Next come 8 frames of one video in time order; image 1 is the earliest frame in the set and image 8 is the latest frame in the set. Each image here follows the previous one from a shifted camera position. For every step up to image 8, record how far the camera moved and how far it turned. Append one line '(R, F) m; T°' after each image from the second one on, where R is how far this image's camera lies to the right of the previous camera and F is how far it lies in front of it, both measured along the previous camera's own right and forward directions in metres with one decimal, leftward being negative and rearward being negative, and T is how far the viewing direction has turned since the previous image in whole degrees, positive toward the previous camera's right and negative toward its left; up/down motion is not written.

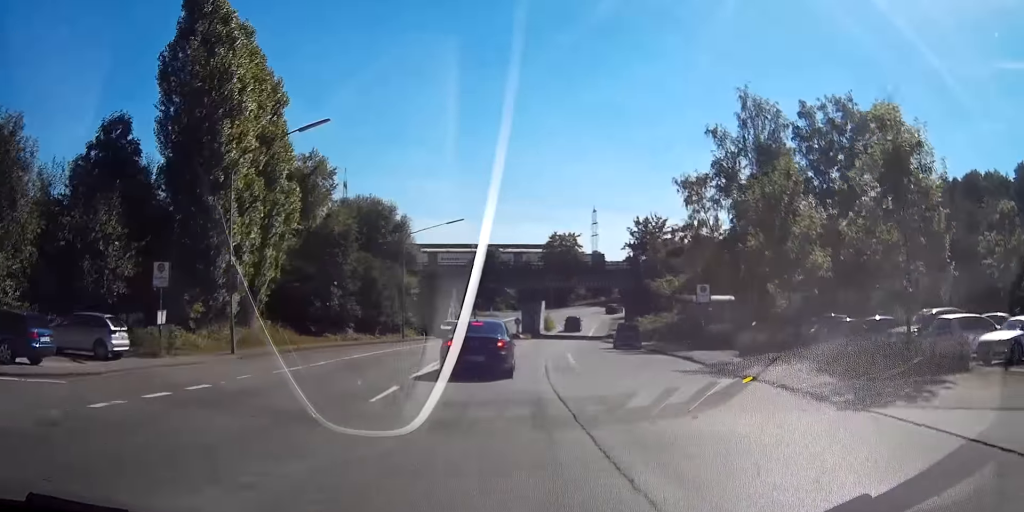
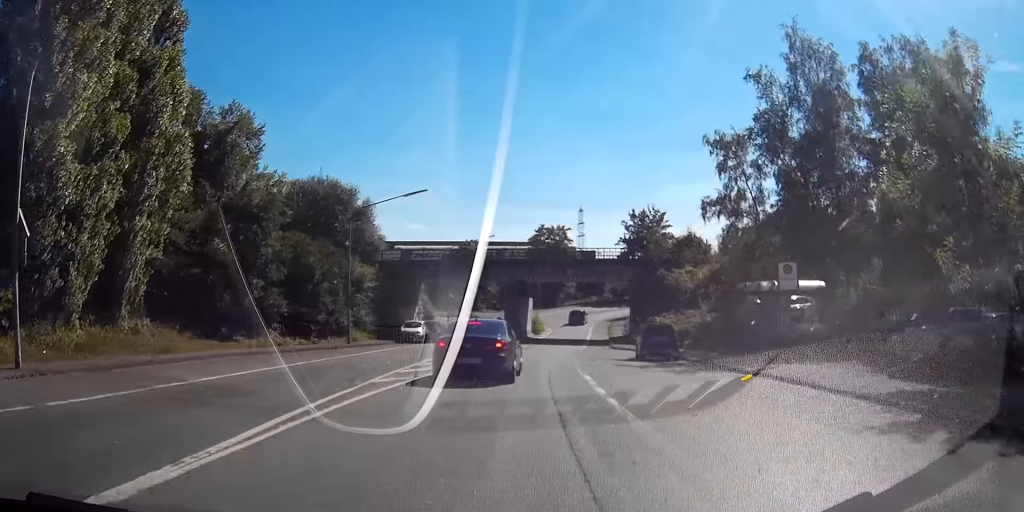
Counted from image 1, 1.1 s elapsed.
(+0.3, +13.2) m; +2°
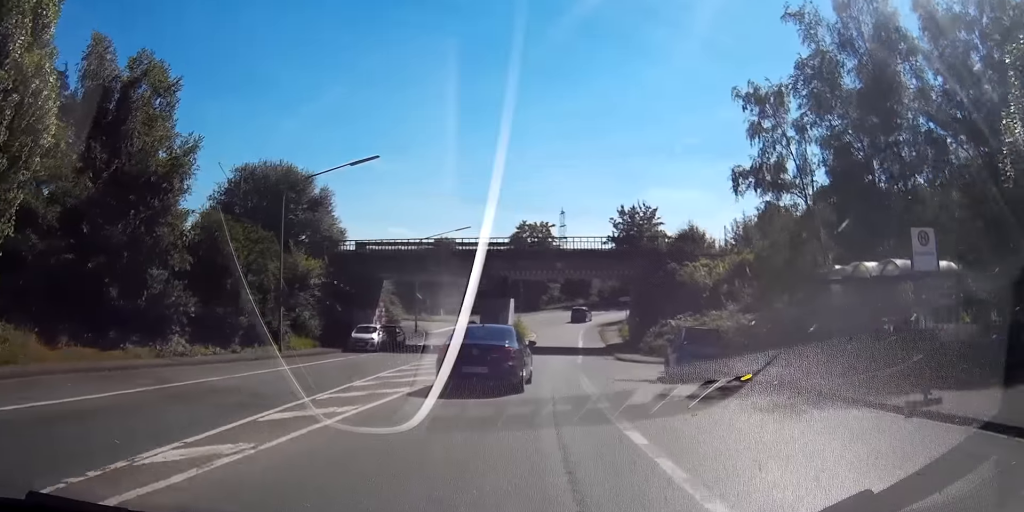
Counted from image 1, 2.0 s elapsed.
(0.0, +9.6) m; +2°
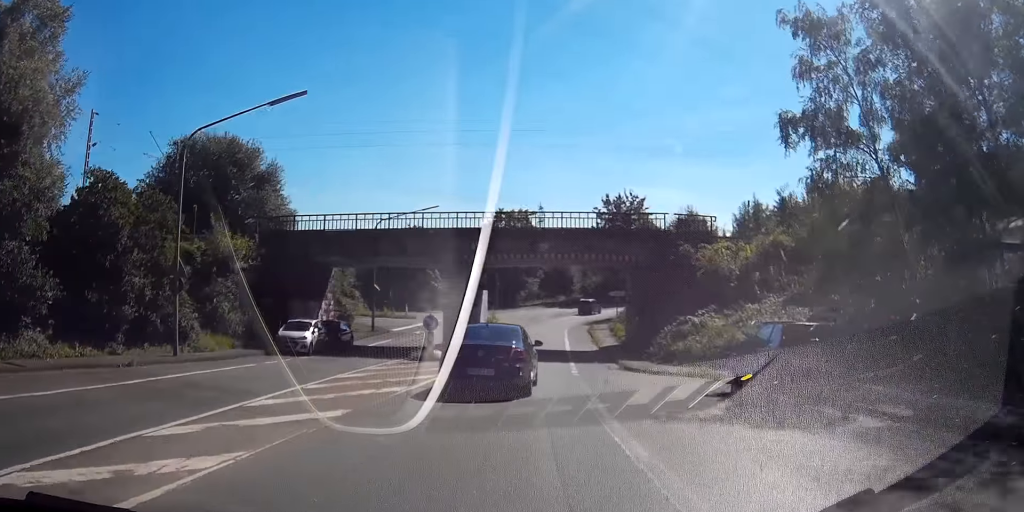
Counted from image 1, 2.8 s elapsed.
(+0.3, +8.8) m; +2°
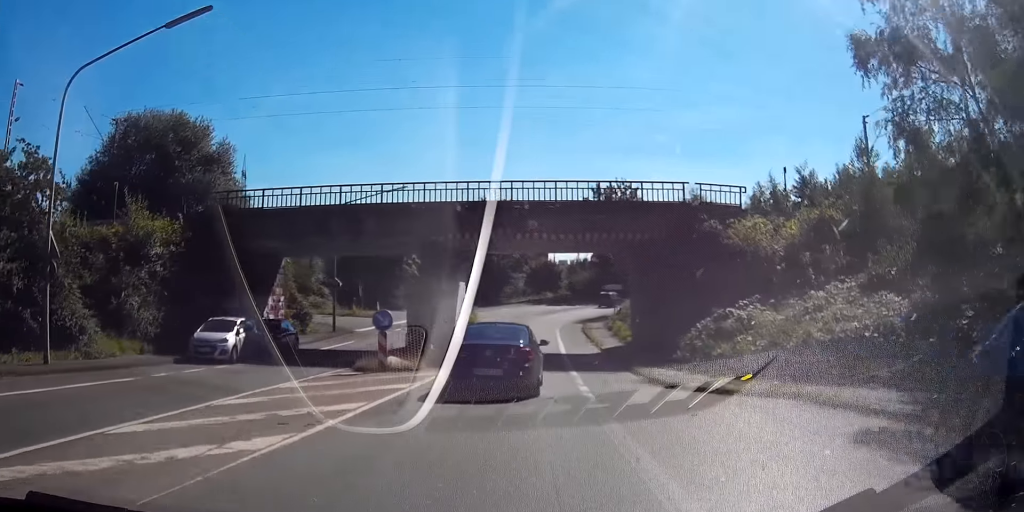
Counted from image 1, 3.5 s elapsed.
(0.0, +7.0) m; +2°
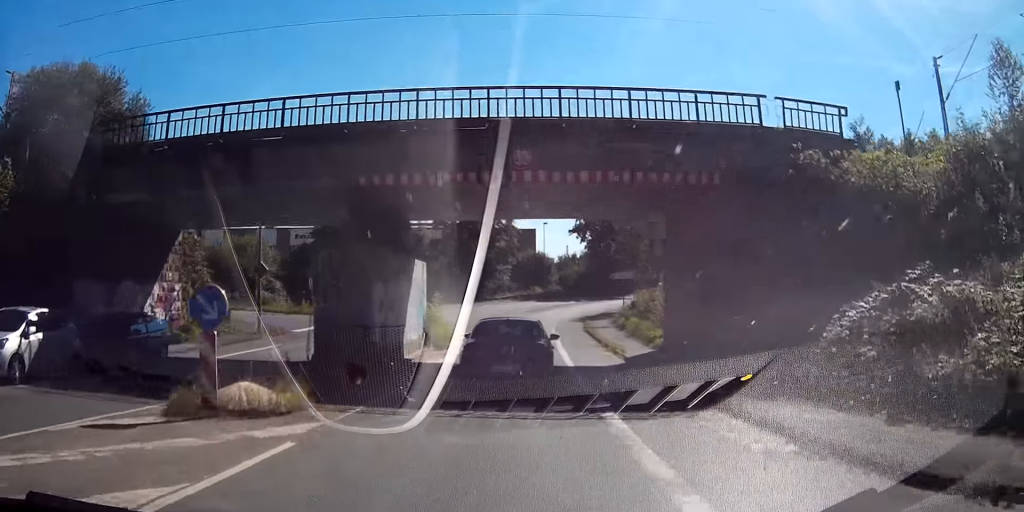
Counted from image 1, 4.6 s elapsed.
(+0.3, +11.0) m; +3°
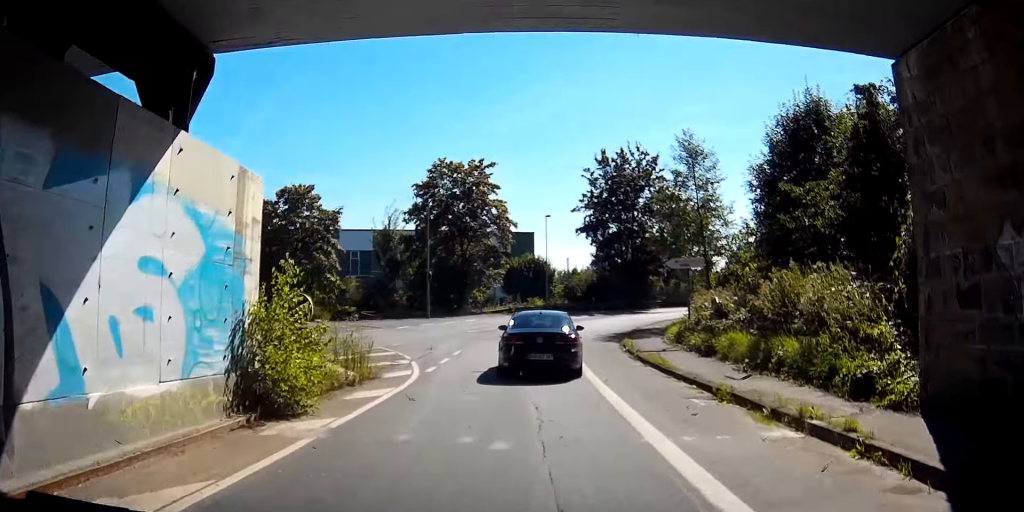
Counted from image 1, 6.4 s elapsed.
(+0.2, +17.7) m; +1°
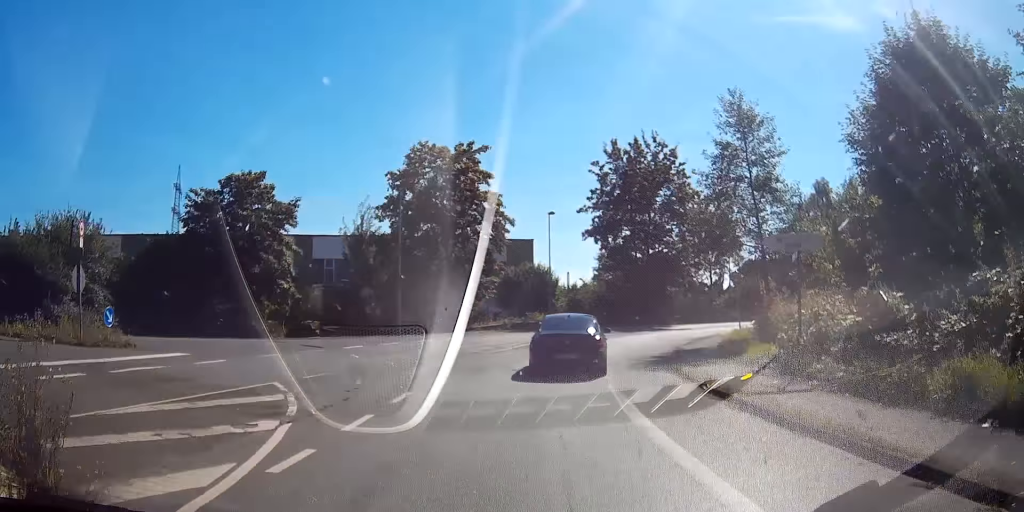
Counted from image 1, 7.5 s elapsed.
(0.0, +10.8) m; 0°
